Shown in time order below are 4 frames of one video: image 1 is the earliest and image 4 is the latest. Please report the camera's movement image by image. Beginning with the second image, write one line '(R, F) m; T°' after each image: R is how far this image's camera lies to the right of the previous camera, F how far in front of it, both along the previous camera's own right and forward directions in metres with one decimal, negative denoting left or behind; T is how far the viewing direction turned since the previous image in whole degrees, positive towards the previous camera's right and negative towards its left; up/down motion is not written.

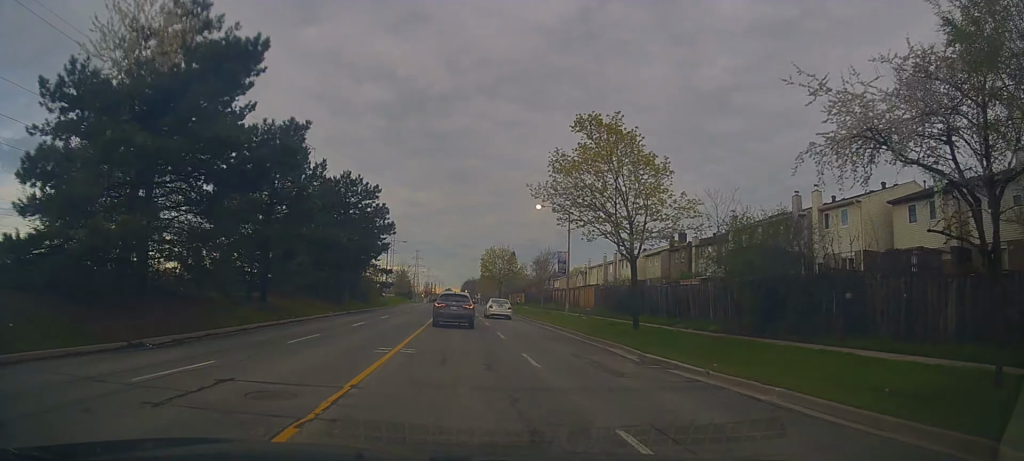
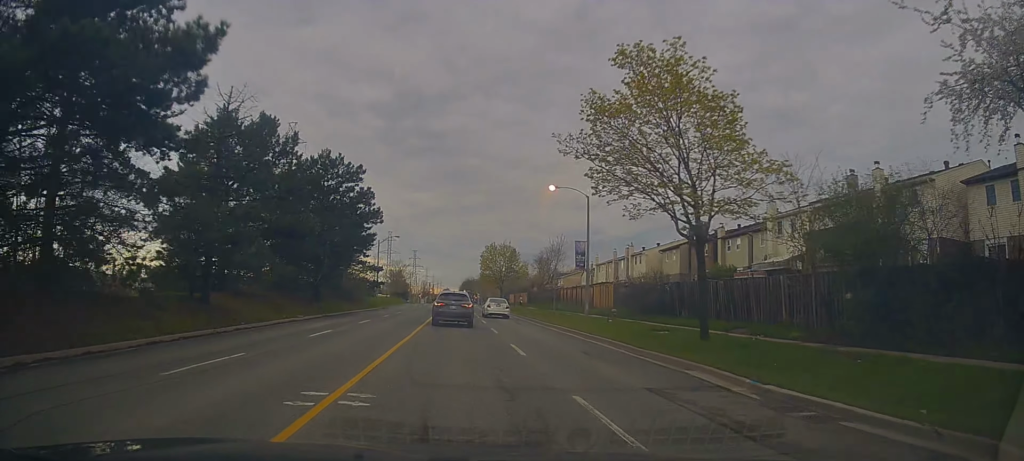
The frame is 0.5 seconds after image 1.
(0.0, +6.7) m; +1°
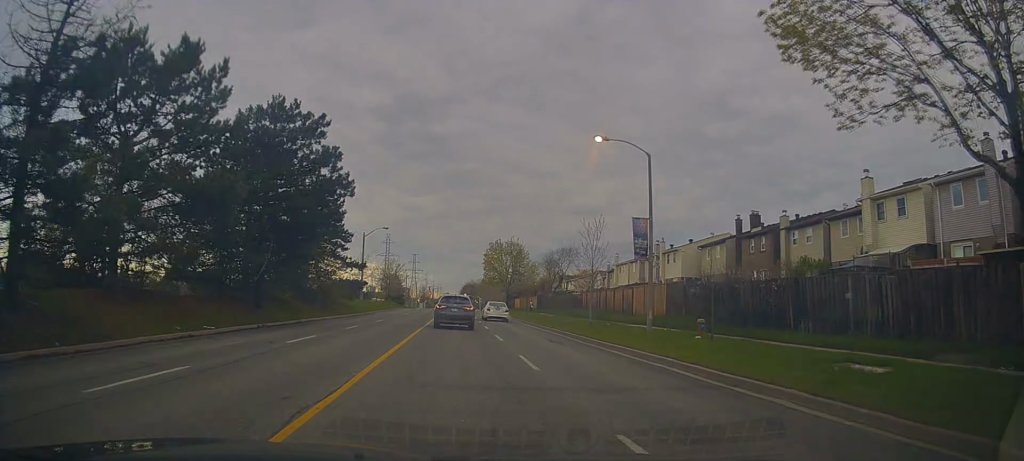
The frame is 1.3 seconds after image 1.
(+0.1, +11.4) m; +1°
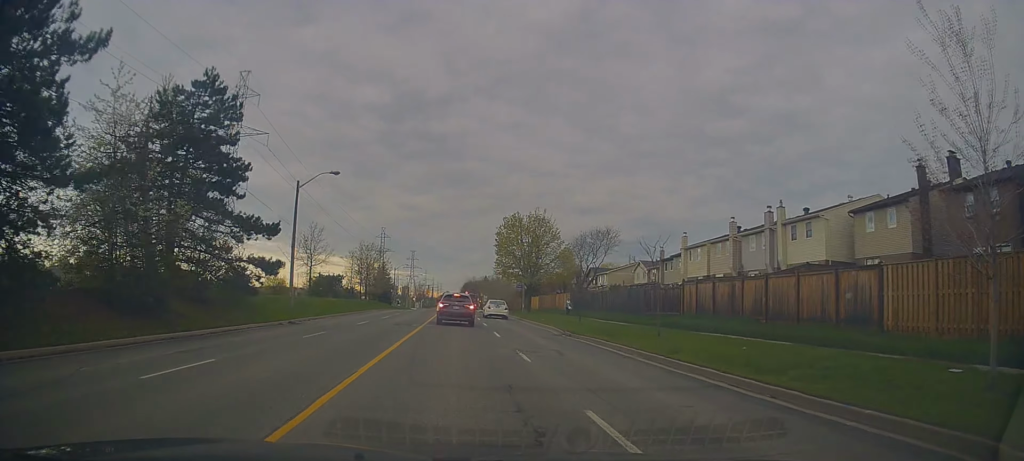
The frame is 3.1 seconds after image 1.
(-0.2, +25.3) m; -3°
